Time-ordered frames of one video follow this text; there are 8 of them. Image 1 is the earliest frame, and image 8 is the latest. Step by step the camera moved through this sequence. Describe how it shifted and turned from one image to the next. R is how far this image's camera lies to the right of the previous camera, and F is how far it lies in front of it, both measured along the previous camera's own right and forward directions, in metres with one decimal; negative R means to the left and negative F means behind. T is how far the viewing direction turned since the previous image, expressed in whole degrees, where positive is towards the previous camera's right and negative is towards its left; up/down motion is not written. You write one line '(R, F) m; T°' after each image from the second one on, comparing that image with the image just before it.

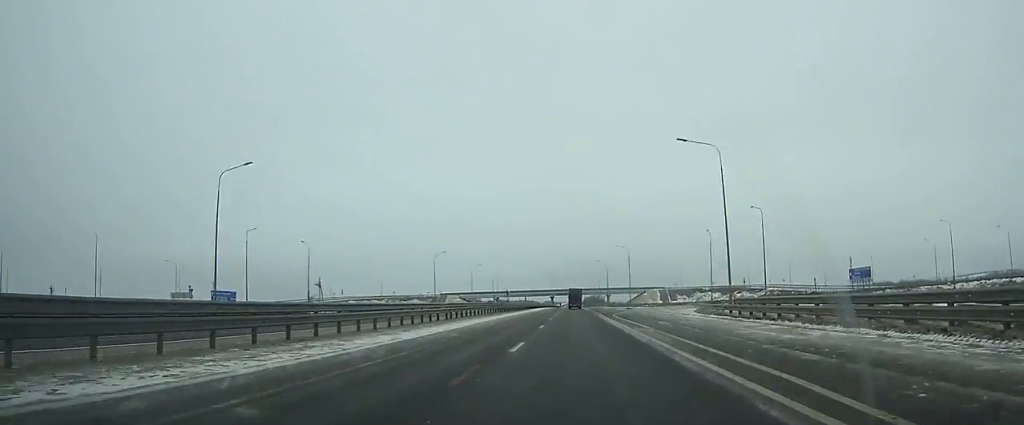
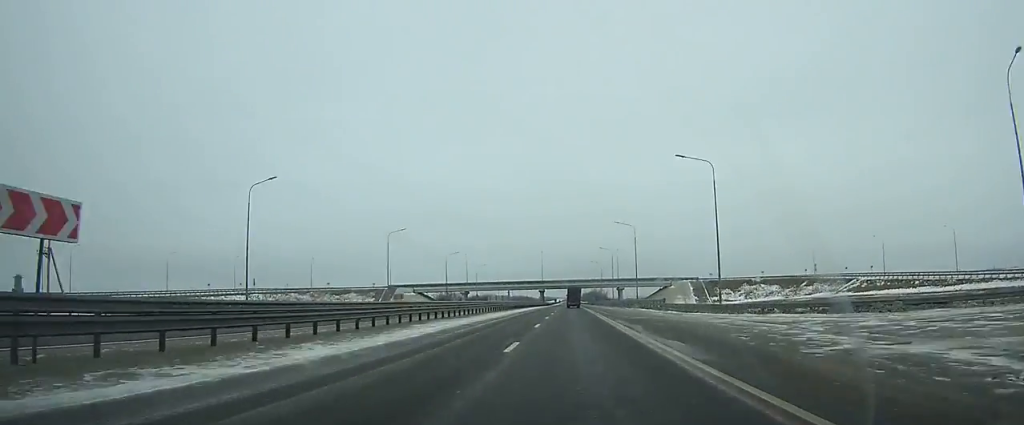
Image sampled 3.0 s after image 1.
(+0.1, +72.7) m; 0°
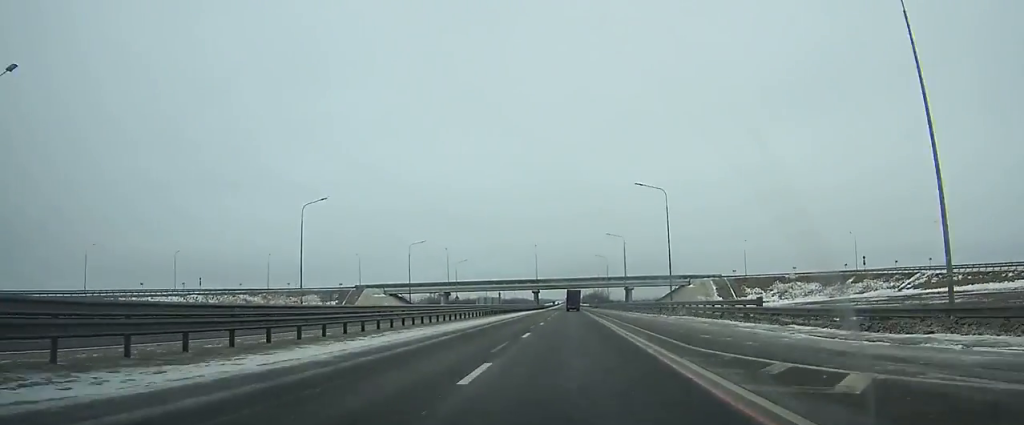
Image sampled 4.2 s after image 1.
(0.0, +29.4) m; 0°
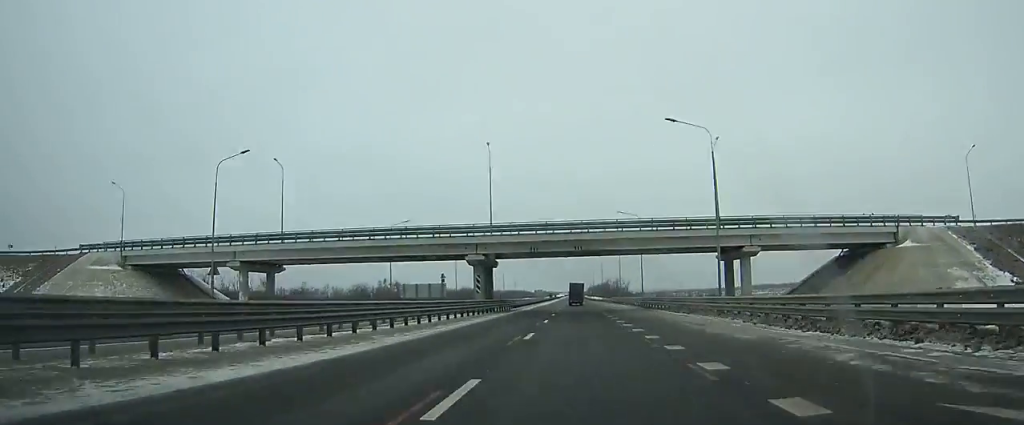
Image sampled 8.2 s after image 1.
(+0.1, +102.3) m; 0°
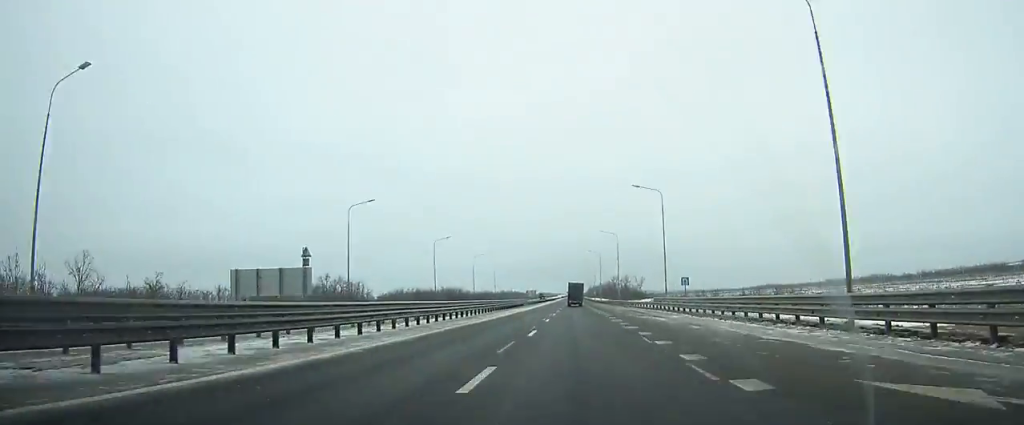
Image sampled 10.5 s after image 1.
(0.0, +62.0) m; 0°
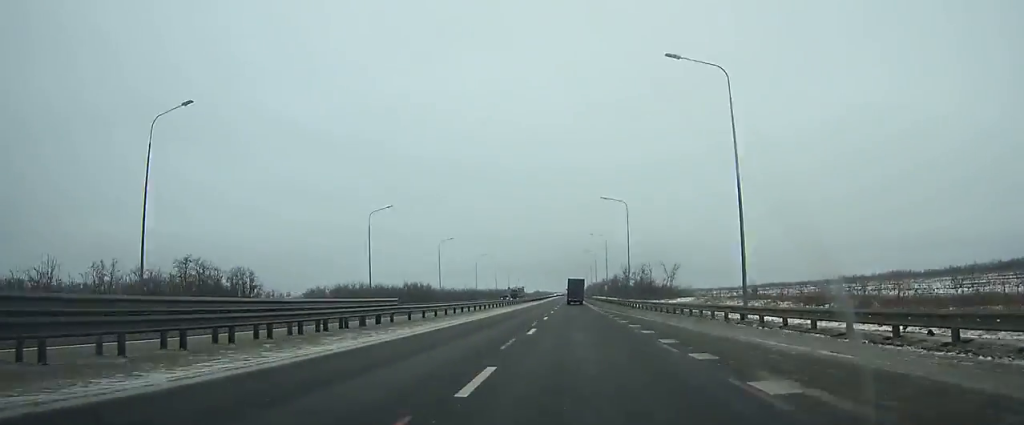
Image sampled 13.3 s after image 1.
(+0.1, +78.6) m; 0°
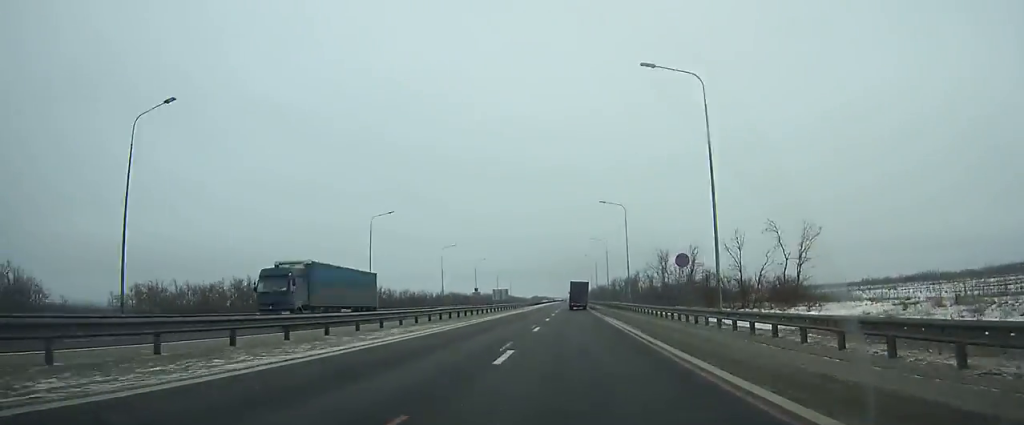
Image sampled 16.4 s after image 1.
(+0.1, +85.6) m; 0°
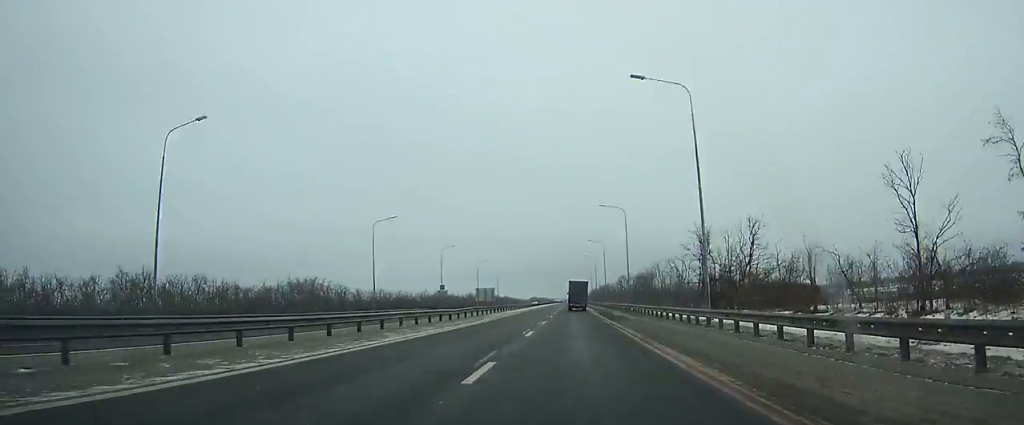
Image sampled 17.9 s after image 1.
(-0.1, +40.3) m; 0°
